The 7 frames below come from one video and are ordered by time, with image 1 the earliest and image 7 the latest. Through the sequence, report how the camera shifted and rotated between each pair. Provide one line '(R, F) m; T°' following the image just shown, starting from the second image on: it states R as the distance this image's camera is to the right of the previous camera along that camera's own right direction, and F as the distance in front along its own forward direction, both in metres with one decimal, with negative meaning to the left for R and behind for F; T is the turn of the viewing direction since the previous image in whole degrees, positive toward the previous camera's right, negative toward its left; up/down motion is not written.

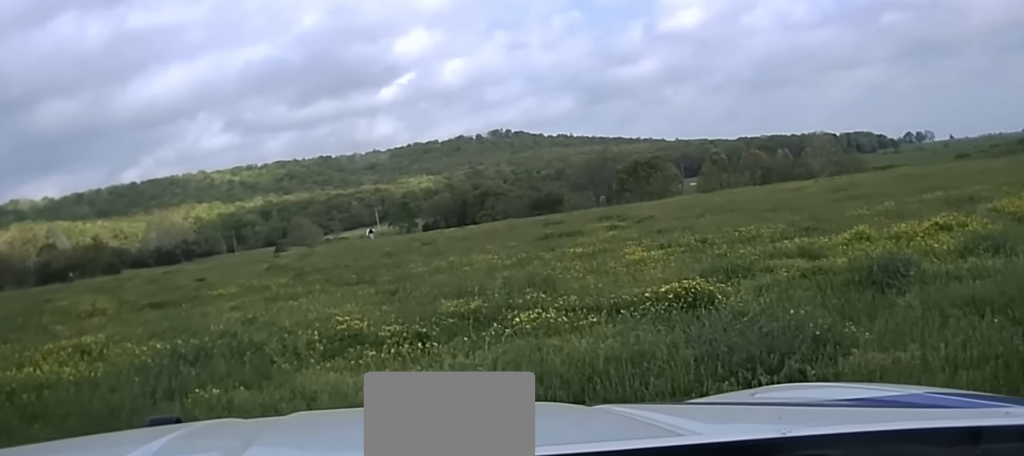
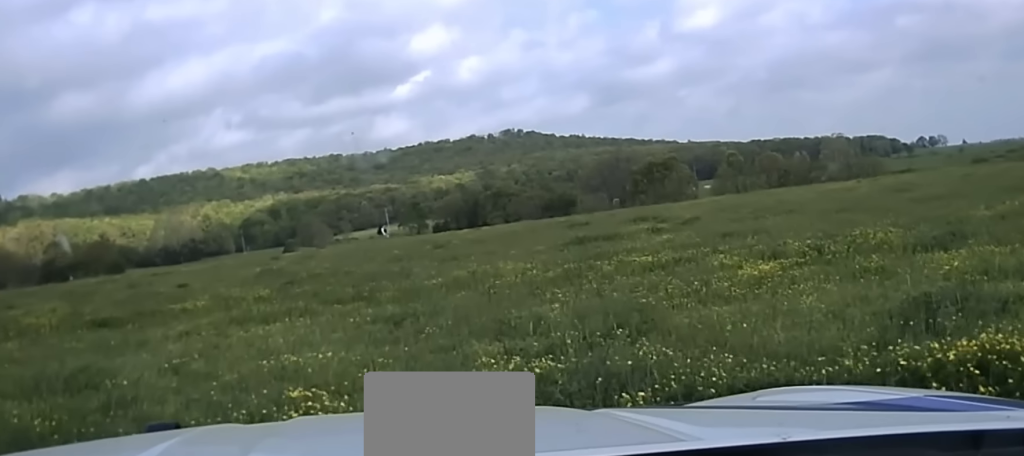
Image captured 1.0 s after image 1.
(0.0, +3.7) m; 0°
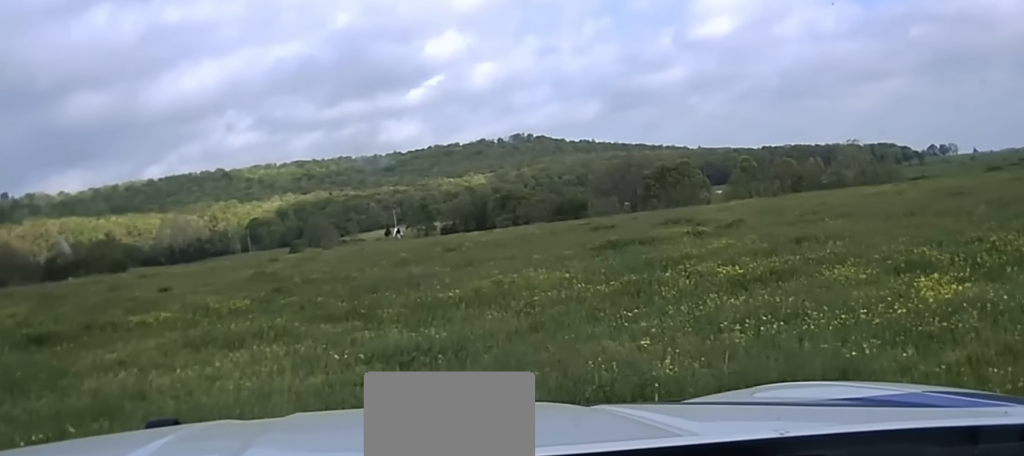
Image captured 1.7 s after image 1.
(0.0, +2.9) m; -4°
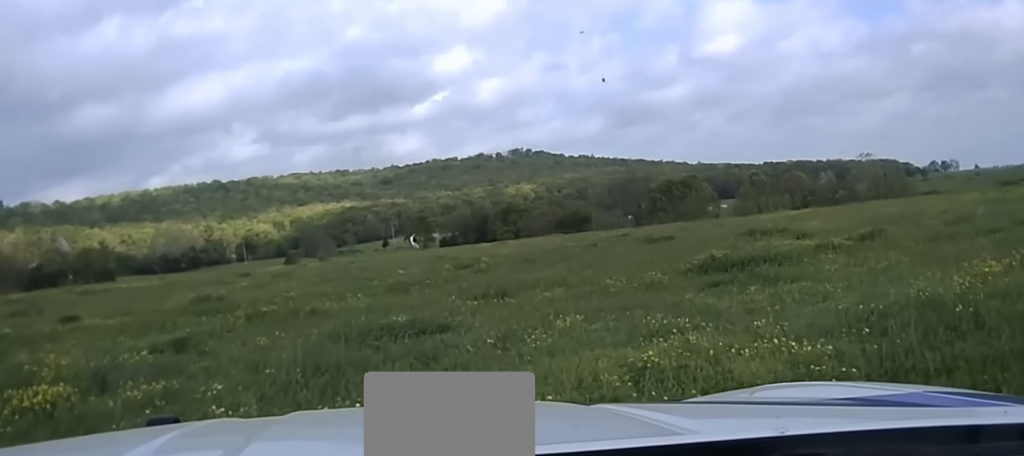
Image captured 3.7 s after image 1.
(-0.5, +7.8) m; 0°
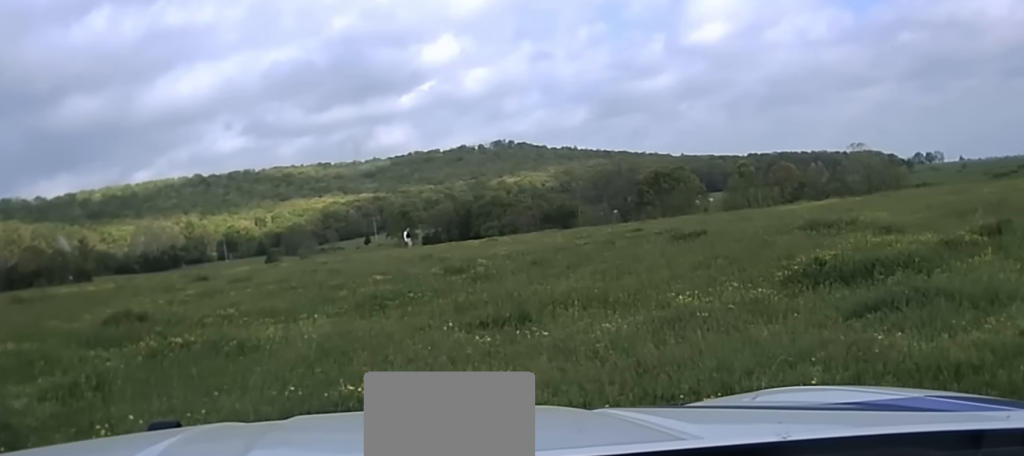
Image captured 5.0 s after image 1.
(+0.3, +5.1) m; 0°
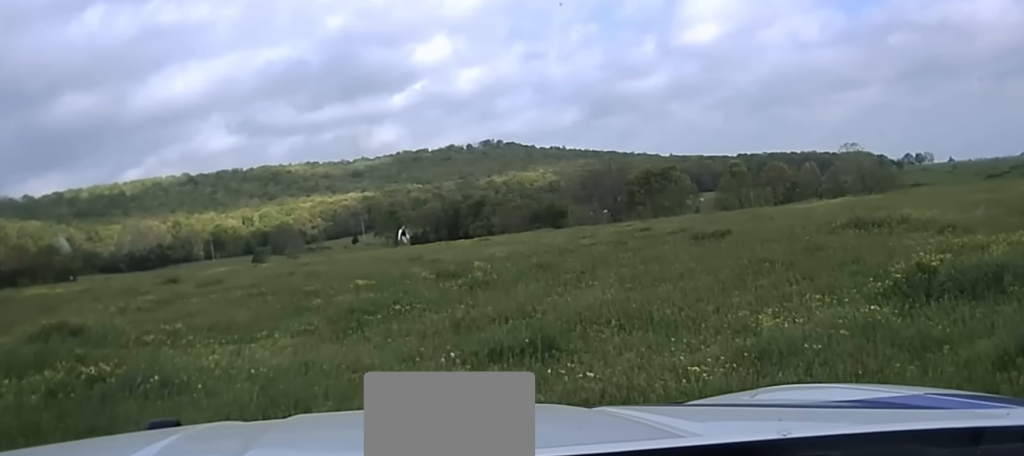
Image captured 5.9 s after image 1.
(-0.1, +2.9) m; +1°
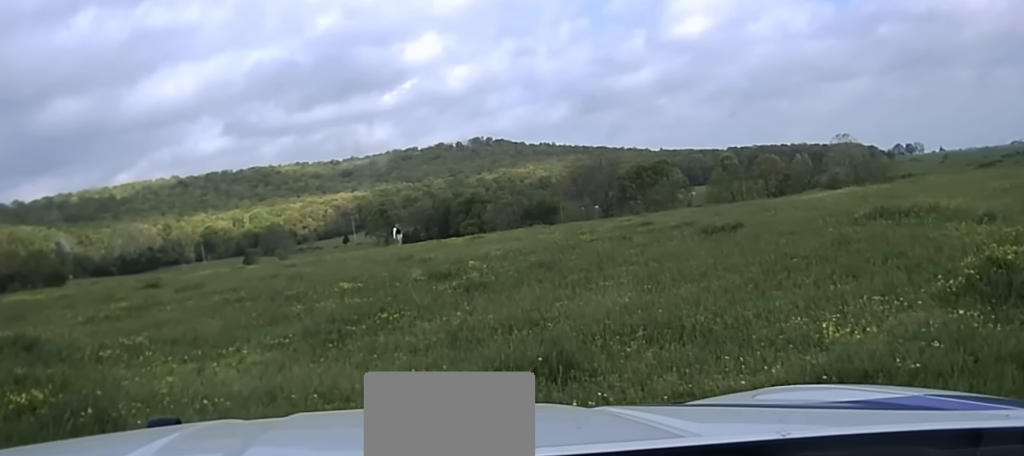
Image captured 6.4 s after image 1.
(0.0, +1.6) m; +2°
